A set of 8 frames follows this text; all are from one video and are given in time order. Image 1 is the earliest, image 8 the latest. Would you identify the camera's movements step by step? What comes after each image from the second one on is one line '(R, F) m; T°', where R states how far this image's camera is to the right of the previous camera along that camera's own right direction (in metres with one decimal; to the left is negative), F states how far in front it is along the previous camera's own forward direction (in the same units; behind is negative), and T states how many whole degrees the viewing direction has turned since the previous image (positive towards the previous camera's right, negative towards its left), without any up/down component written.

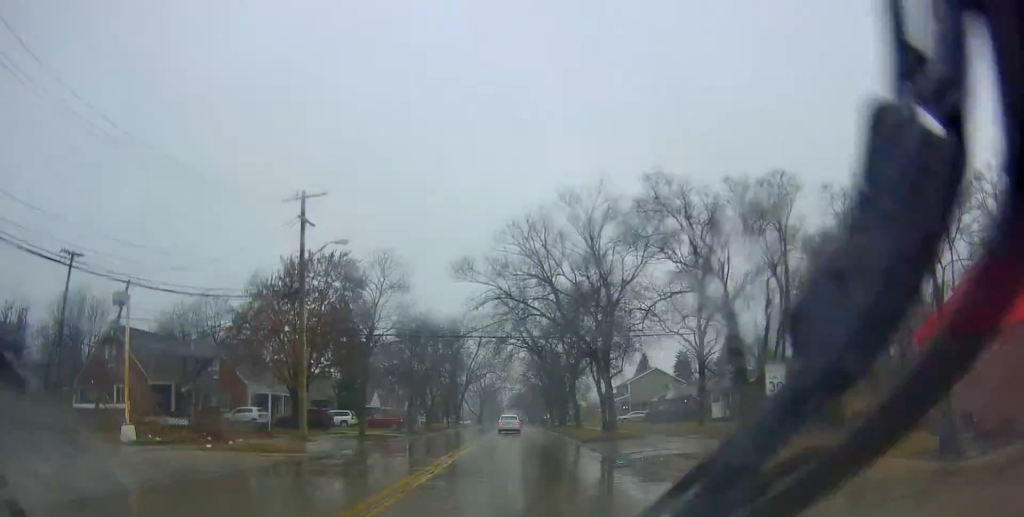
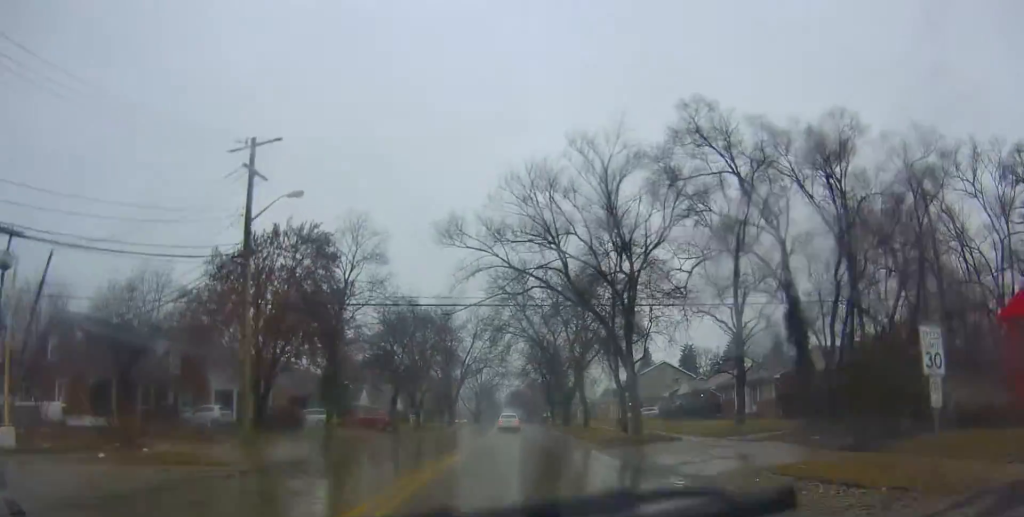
(+0.6, +6.5) m; +3°
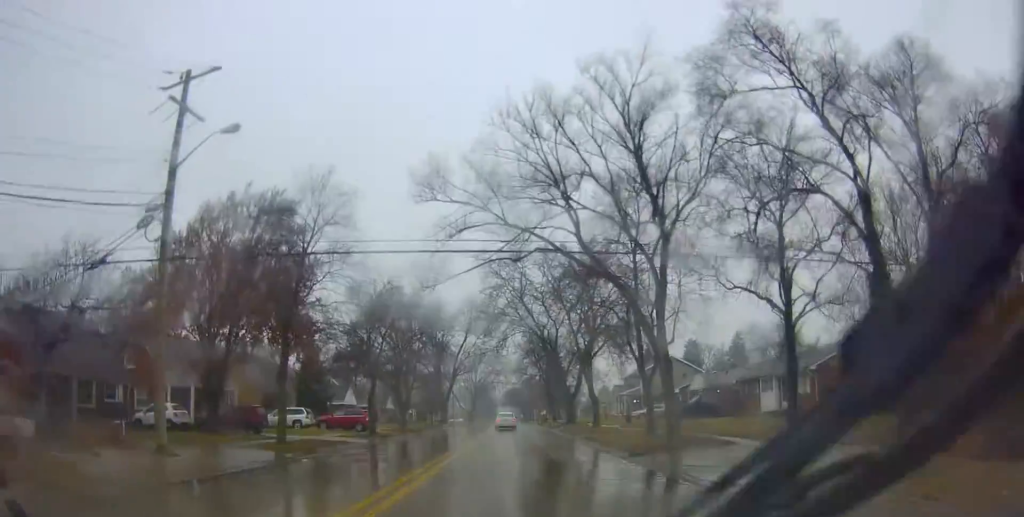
(+0.2, +5.9) m; +2°
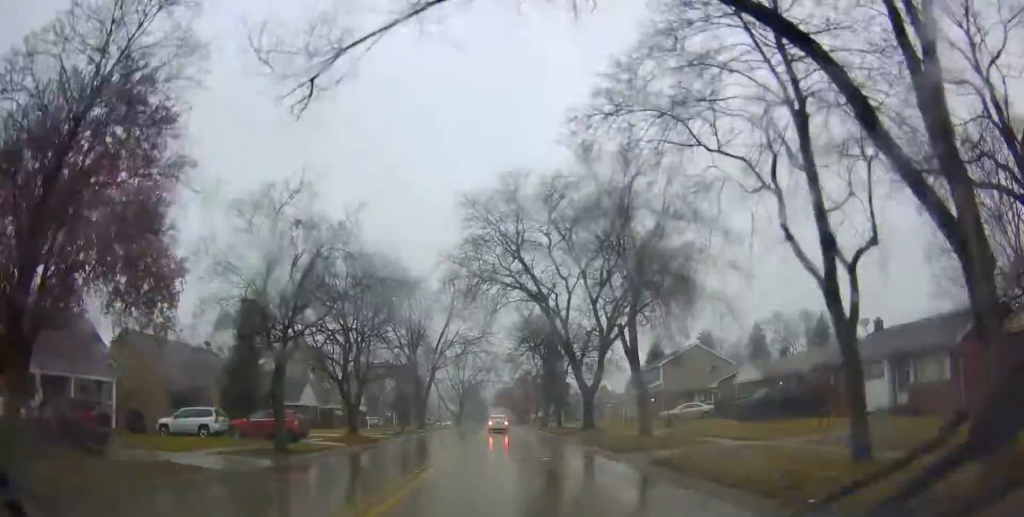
(0.0, +14.6) m; -2°
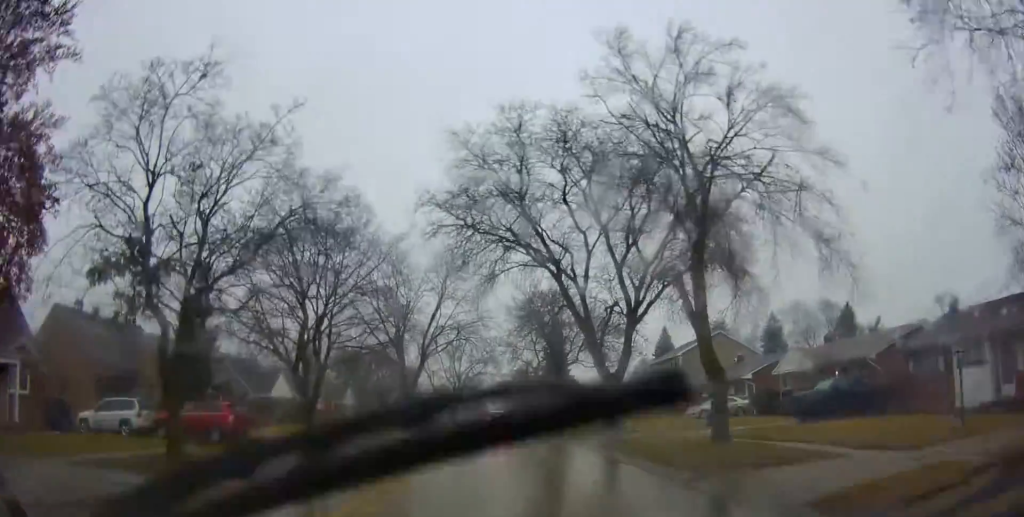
(+0.1, +7.7) m; -2°
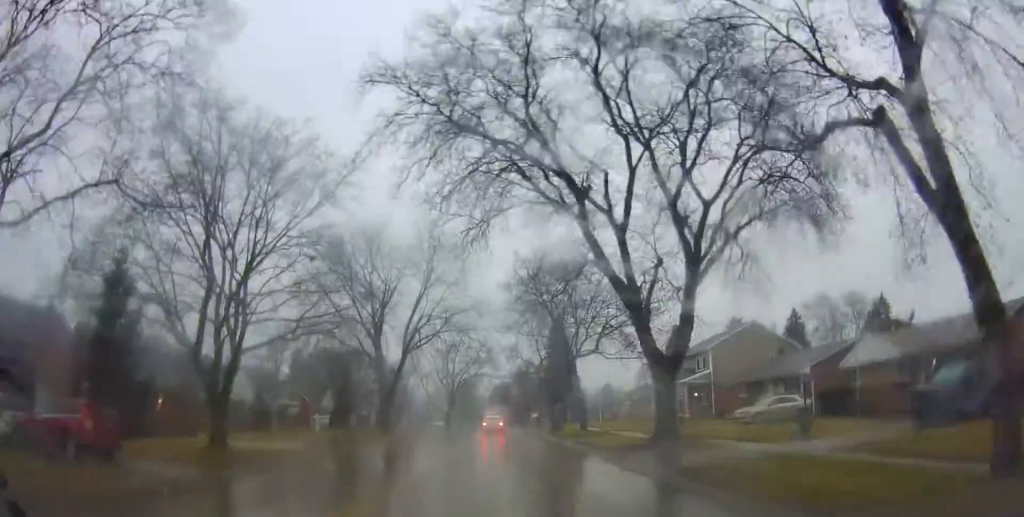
(-0.6, +9.4) m; 0°
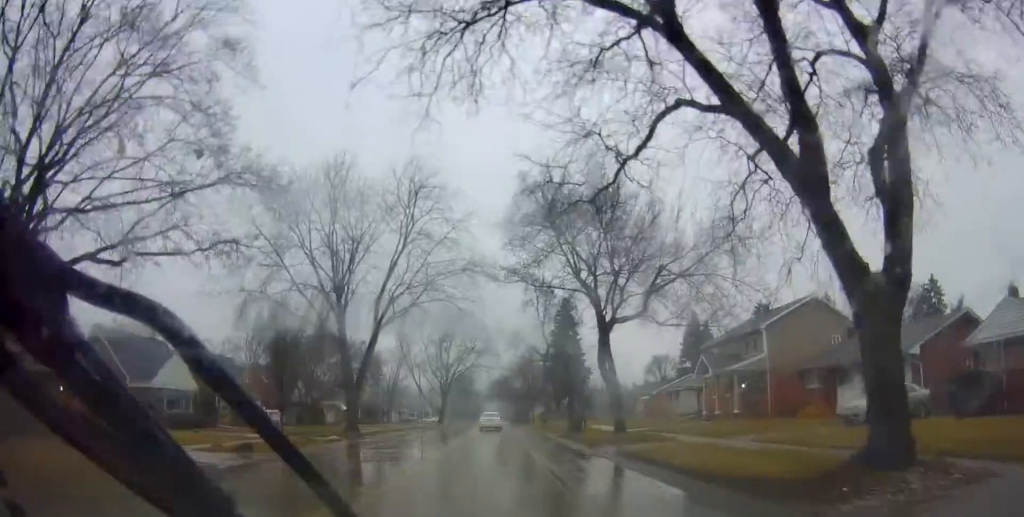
(+0.4, +11.1) m; +2°
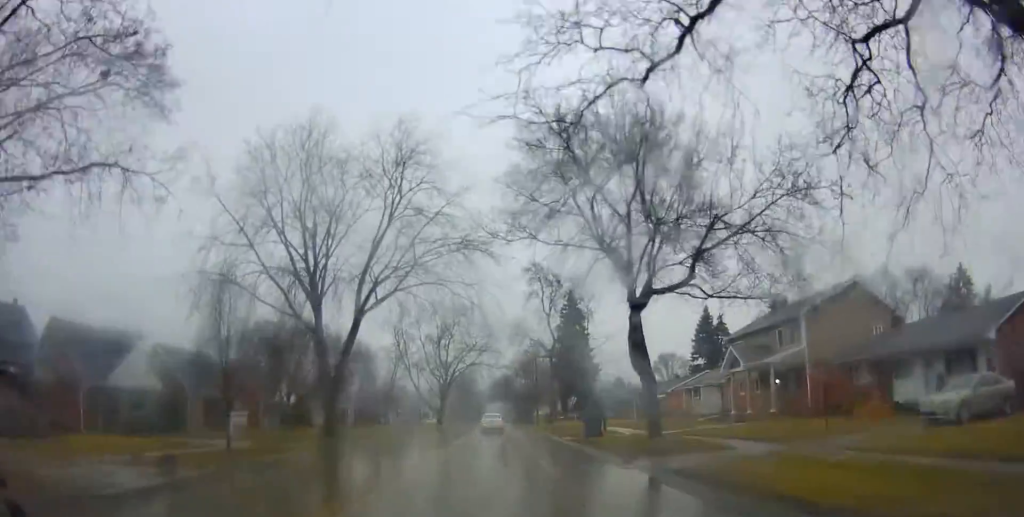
(+0.1, +5.4) m; +1°
